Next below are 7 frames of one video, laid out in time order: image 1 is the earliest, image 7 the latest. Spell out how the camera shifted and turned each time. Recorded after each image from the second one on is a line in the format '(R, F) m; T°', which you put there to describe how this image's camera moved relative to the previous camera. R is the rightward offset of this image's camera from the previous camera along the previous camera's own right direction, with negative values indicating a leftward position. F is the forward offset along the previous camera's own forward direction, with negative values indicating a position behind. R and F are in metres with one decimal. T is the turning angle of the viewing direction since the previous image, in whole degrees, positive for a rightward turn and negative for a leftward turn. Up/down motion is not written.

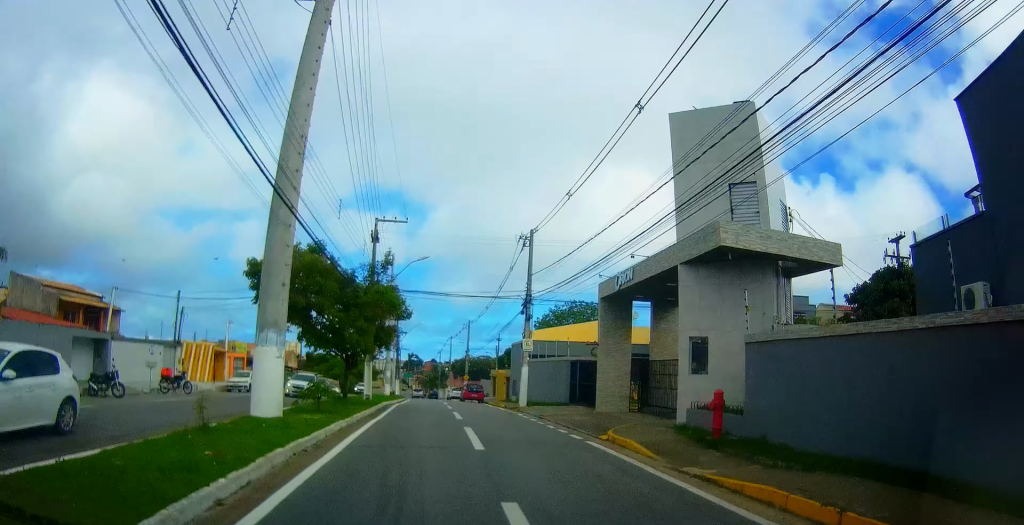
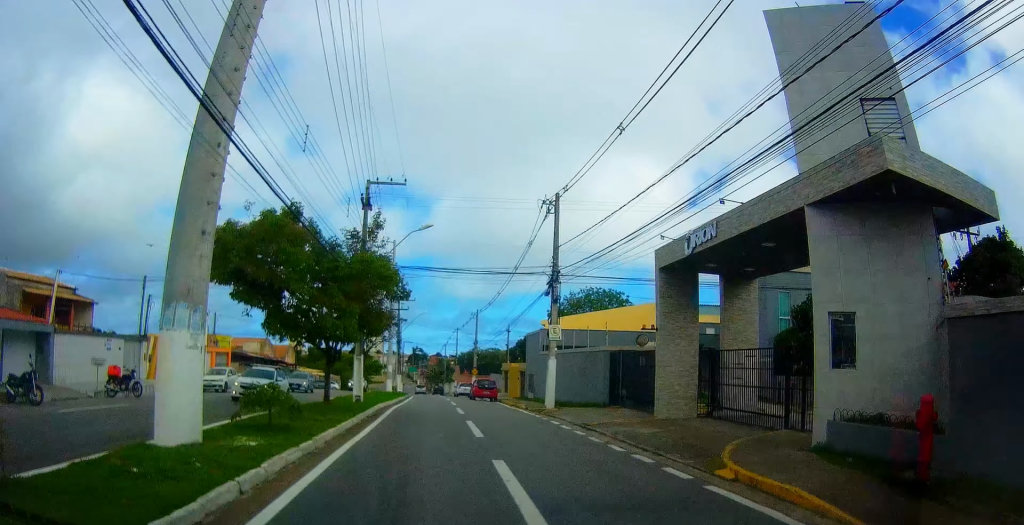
(-0.2, +5.7) m; -1°
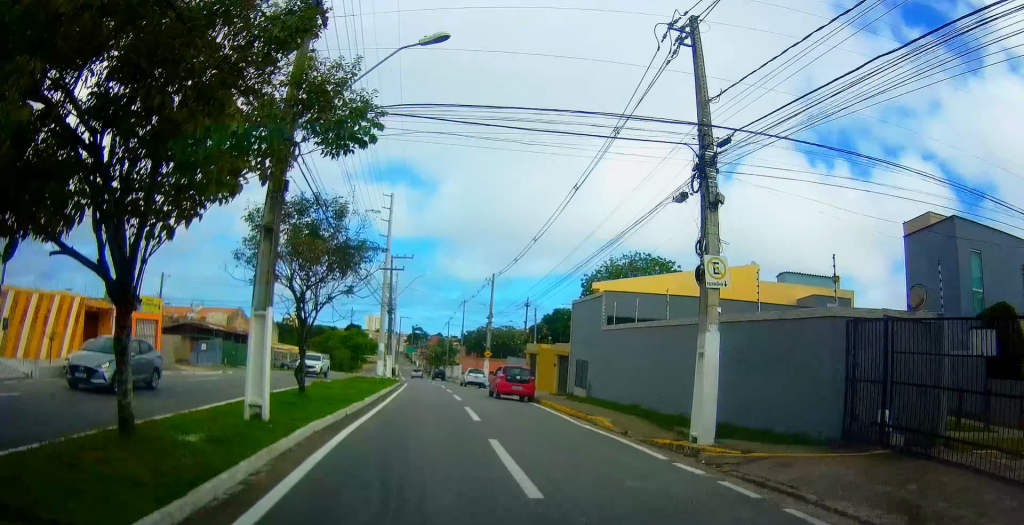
(-0.2, +14.0) m; 0°
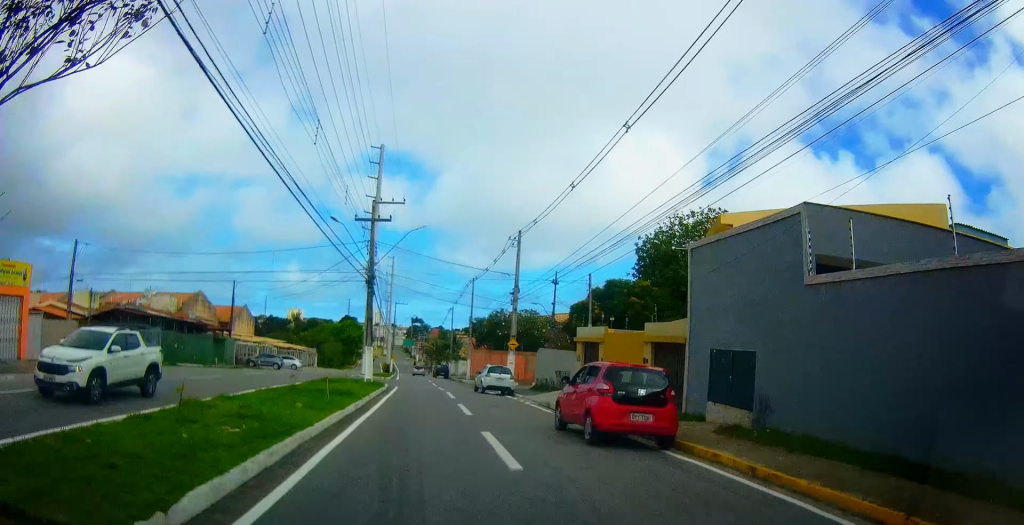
(+0.2, +14.5) m; -2°
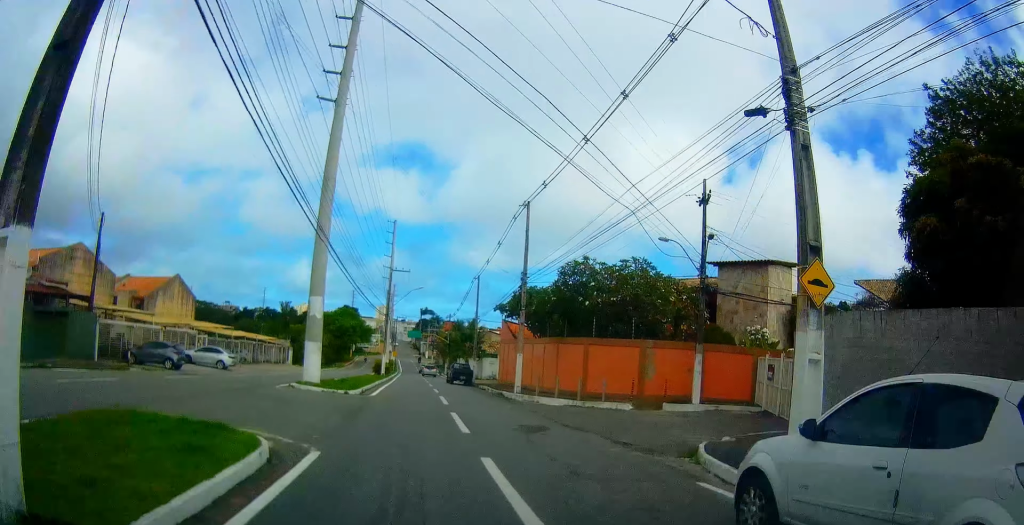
(-0.1, +26.4) m; -1°
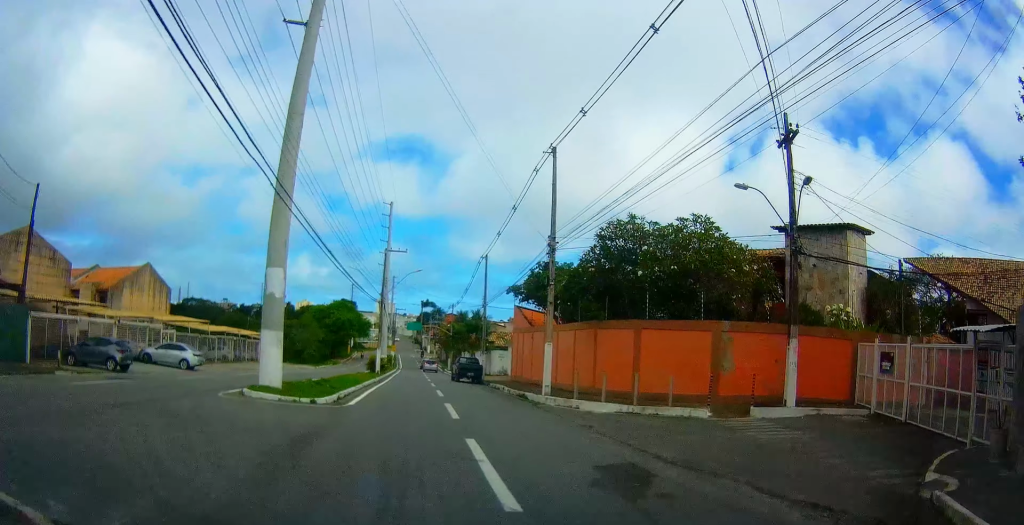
(-0.4, +6.5) m; -1°
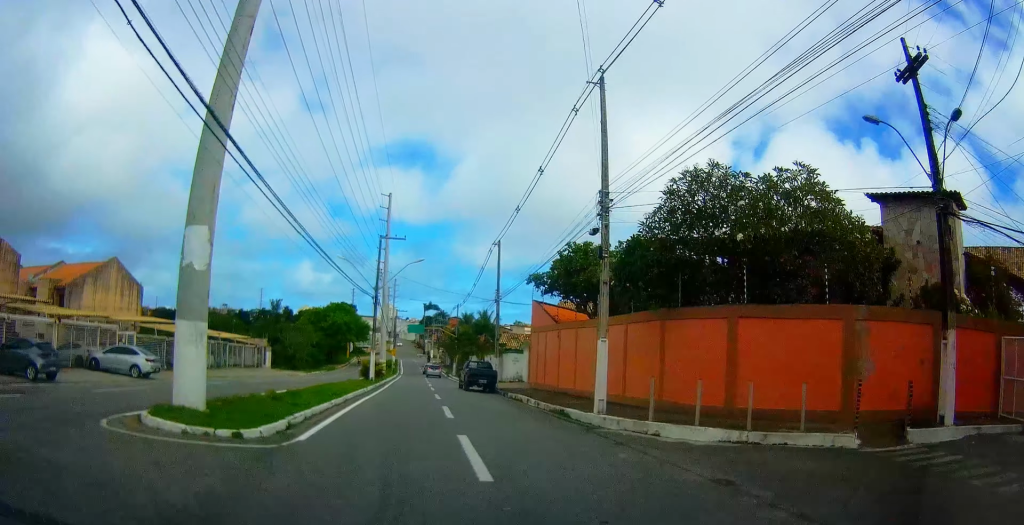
(-0.4, +6.5) m; -1°
